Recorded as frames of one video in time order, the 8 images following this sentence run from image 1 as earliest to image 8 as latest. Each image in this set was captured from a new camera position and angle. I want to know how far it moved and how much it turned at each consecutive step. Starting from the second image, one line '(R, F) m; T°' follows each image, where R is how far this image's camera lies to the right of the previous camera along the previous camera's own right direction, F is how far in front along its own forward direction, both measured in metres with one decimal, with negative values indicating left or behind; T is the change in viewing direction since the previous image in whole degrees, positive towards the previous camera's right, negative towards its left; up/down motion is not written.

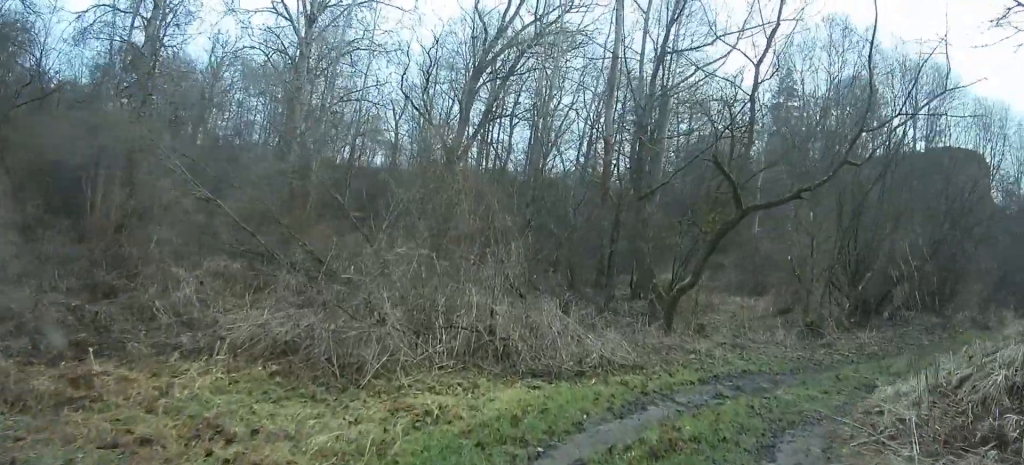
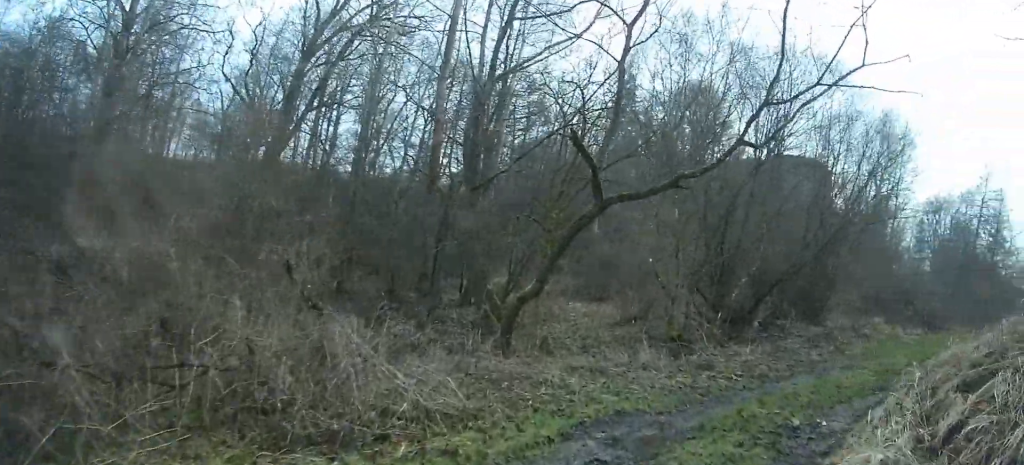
(-0.1, +2.6) m; +7°
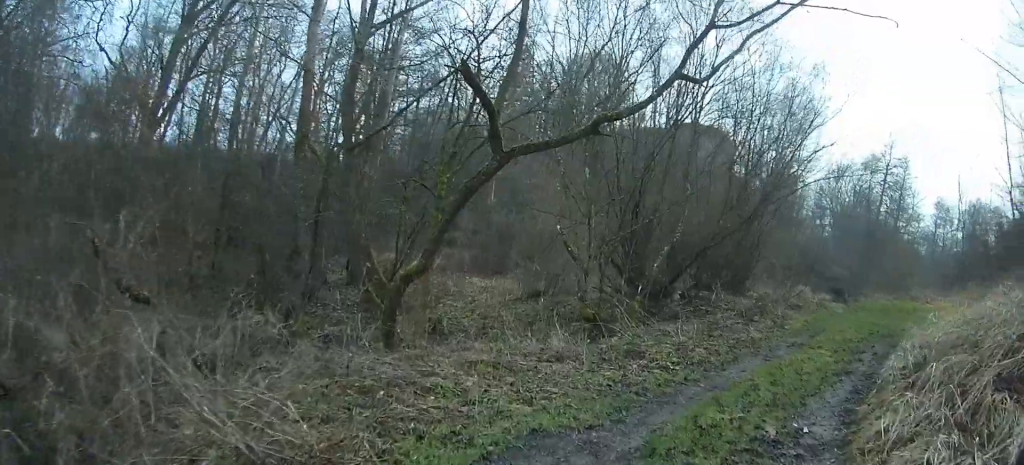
(+0.3, +2.0) m; +6°
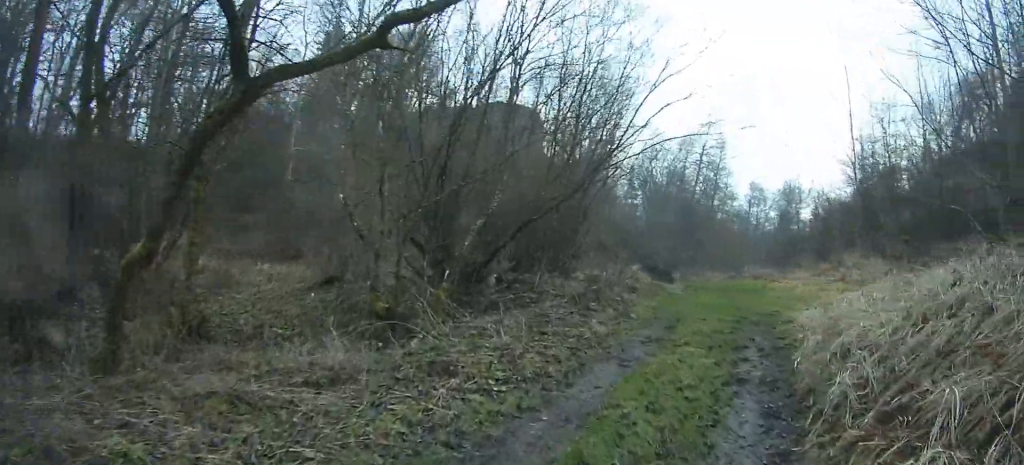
(-0.2, +3.0) m; -2°
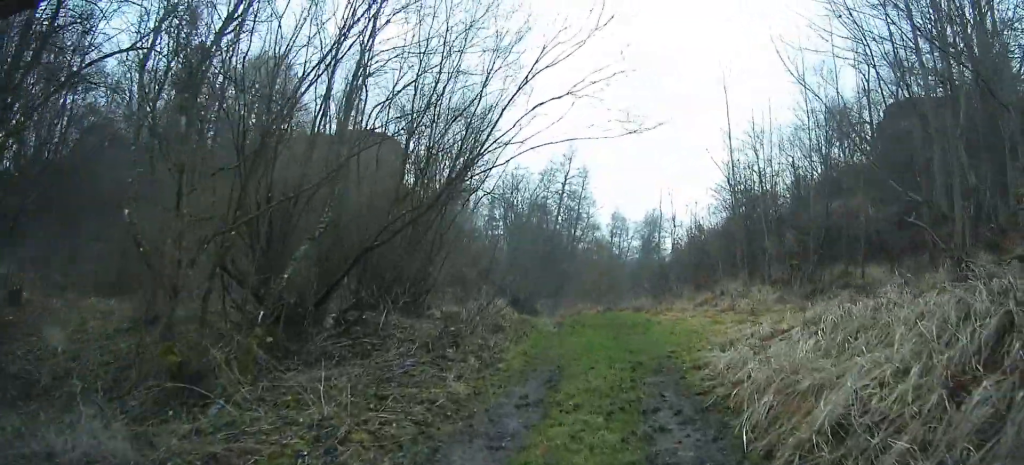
(0.0, +2.3) m; +4°
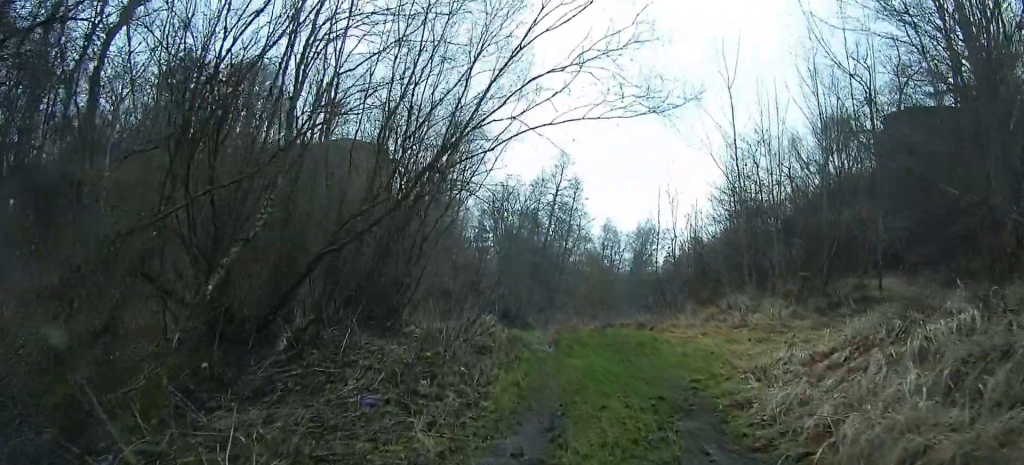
(+0.1, +1.6) m; +5°
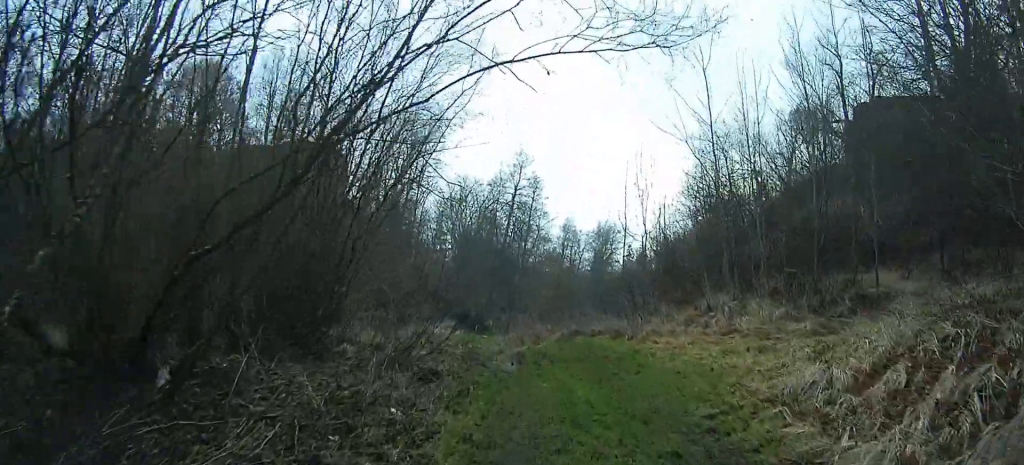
(+0.1, +1.8) m; +8°
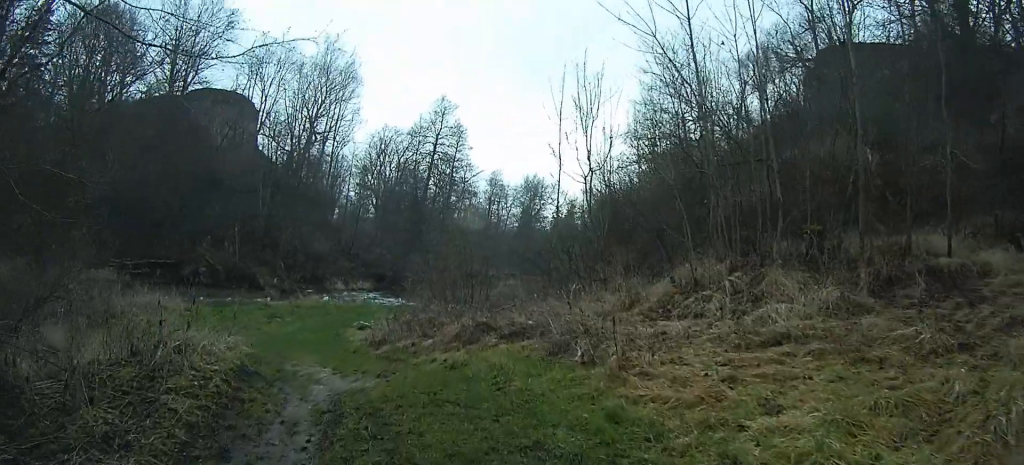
(+0.5, +5.4) m; +2°
